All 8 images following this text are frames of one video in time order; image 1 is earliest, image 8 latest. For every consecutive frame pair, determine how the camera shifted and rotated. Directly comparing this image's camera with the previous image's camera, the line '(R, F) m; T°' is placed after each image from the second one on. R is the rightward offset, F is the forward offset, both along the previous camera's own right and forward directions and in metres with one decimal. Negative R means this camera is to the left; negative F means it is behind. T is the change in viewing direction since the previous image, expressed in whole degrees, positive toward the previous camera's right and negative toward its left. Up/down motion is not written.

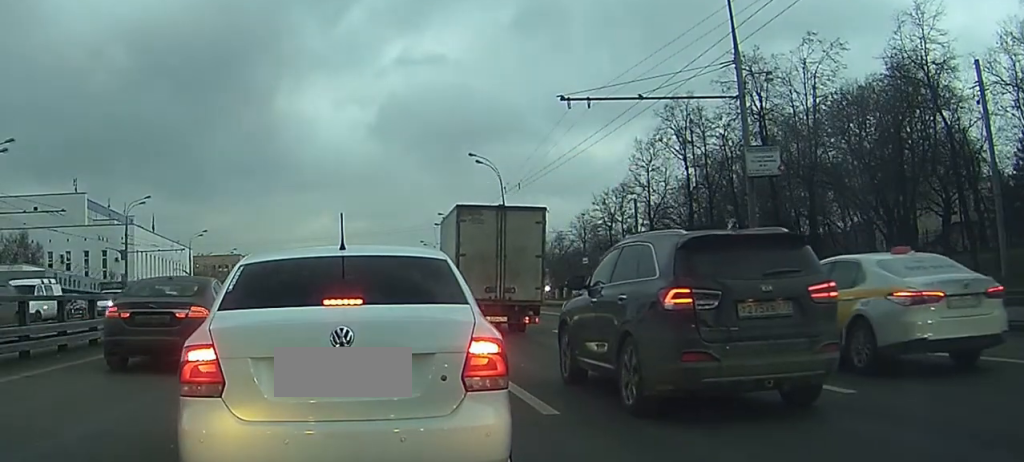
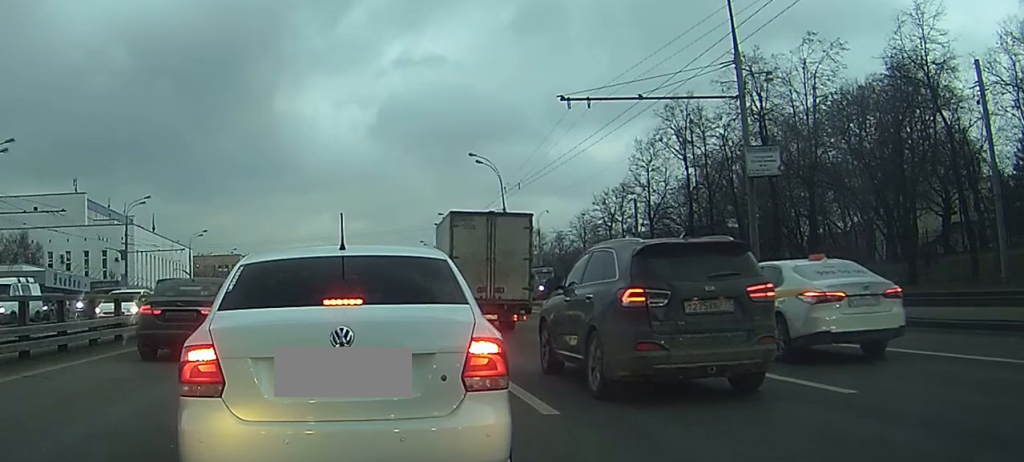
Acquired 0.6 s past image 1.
(0.0, 0.0) m; 0°
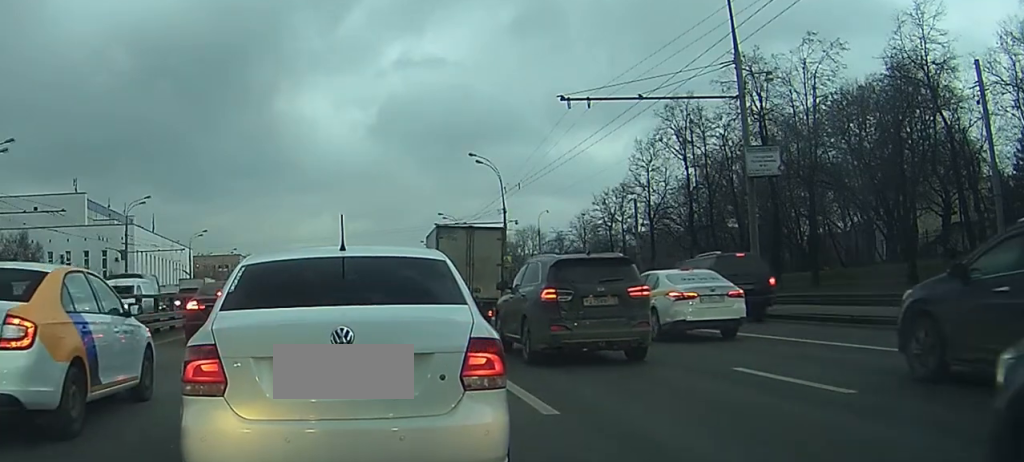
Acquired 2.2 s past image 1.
(0.0, 0.0) m; 0°
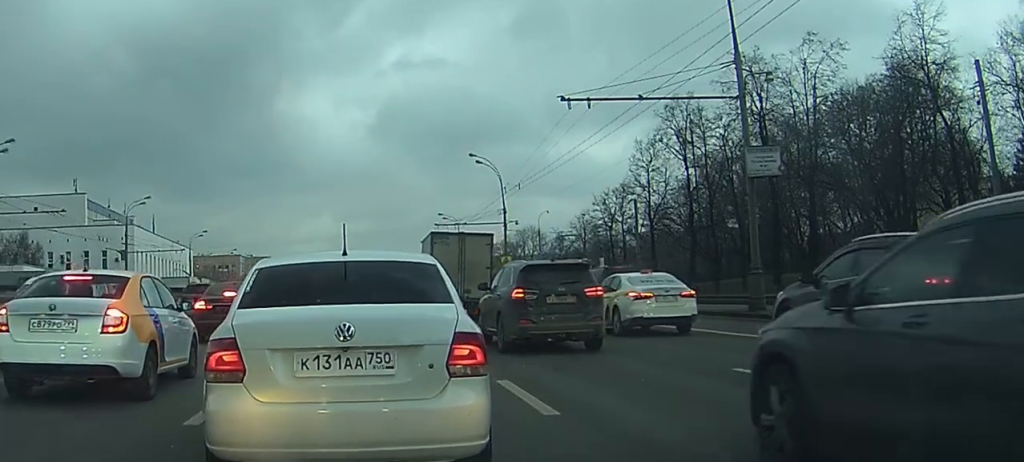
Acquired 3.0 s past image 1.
(-0.1, 0.0) m; 0°
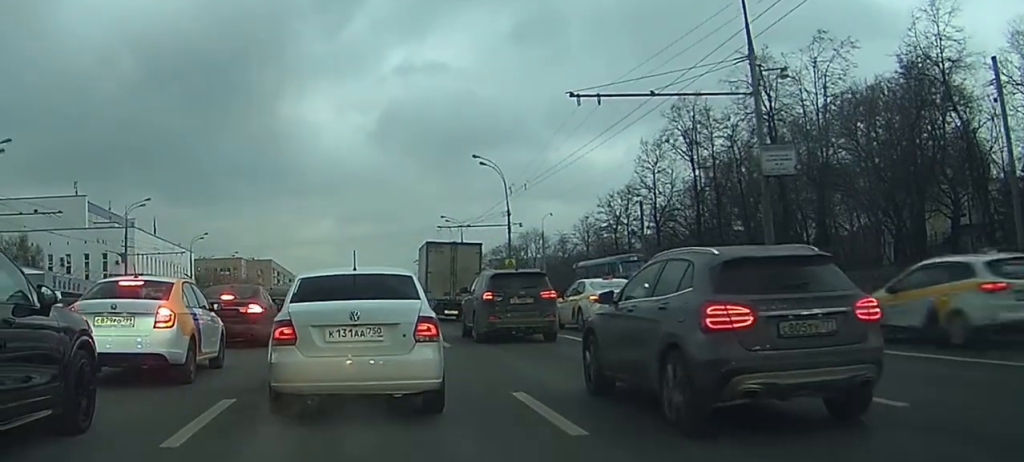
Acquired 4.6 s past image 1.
(0.0, +1.0) m; -1°
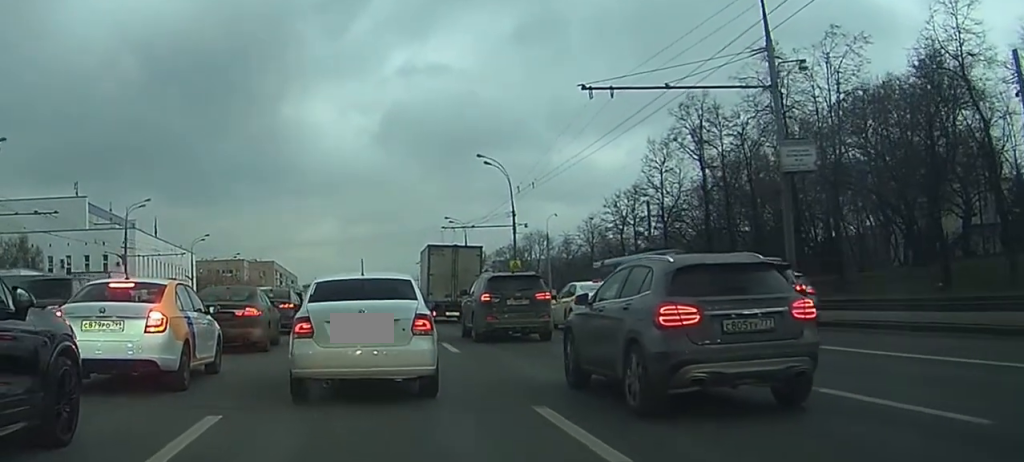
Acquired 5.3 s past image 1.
(0.0, +1.0) m; -2°
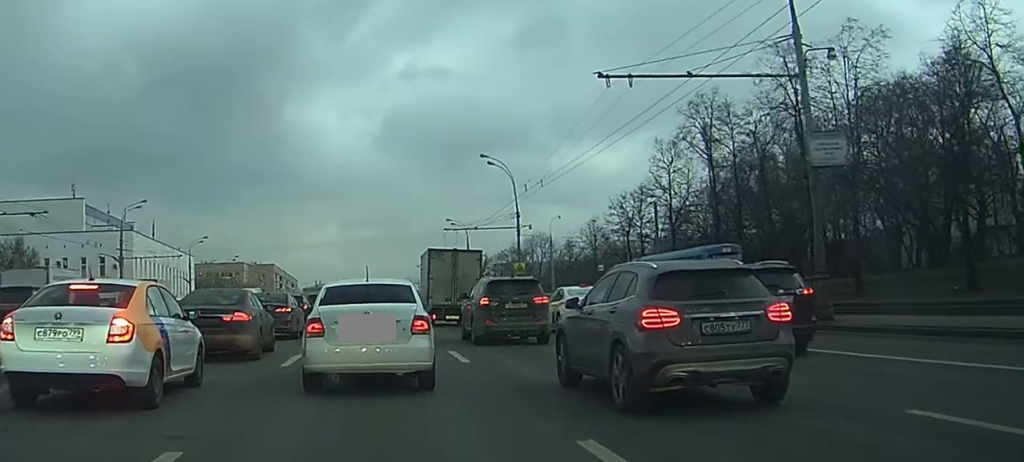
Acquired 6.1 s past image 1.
(-0.1, +1.7) m; -2°
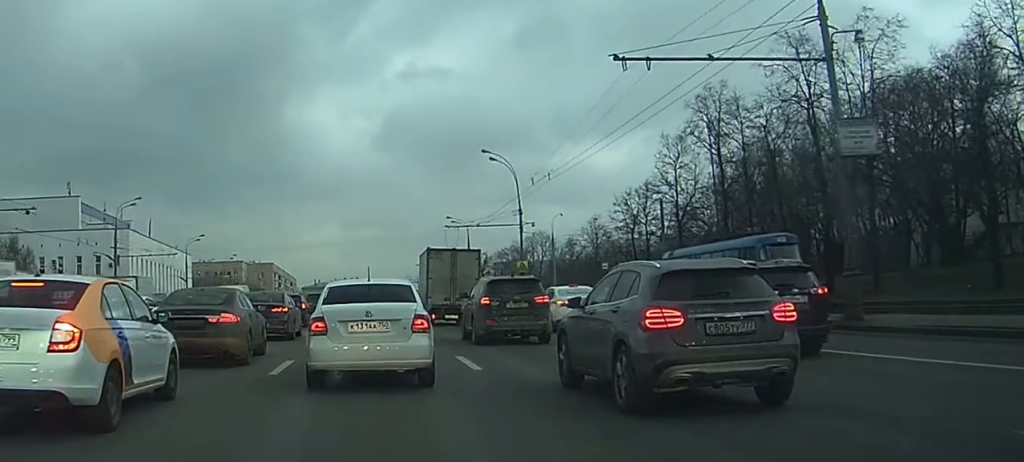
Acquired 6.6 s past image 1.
(0.0, +1.4) m; -1°
